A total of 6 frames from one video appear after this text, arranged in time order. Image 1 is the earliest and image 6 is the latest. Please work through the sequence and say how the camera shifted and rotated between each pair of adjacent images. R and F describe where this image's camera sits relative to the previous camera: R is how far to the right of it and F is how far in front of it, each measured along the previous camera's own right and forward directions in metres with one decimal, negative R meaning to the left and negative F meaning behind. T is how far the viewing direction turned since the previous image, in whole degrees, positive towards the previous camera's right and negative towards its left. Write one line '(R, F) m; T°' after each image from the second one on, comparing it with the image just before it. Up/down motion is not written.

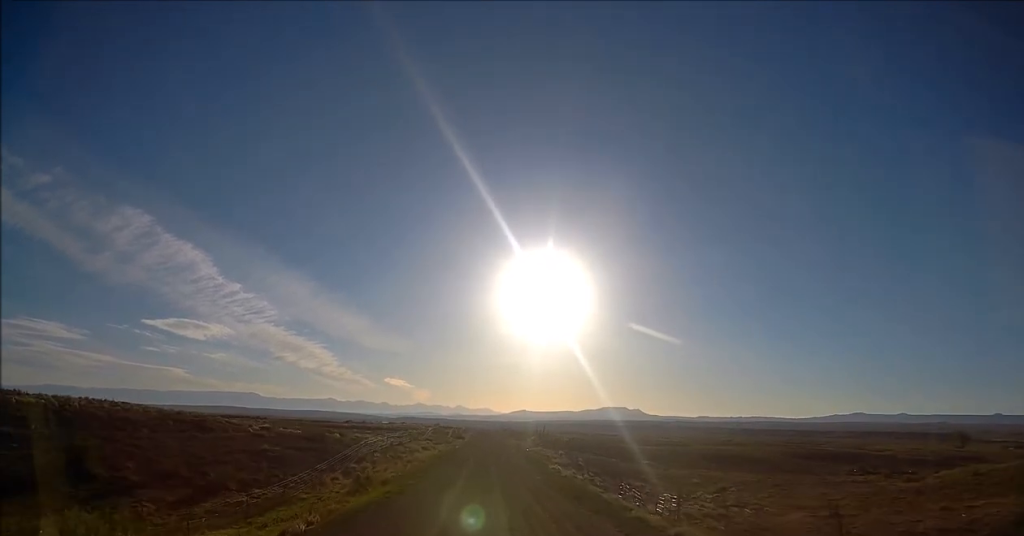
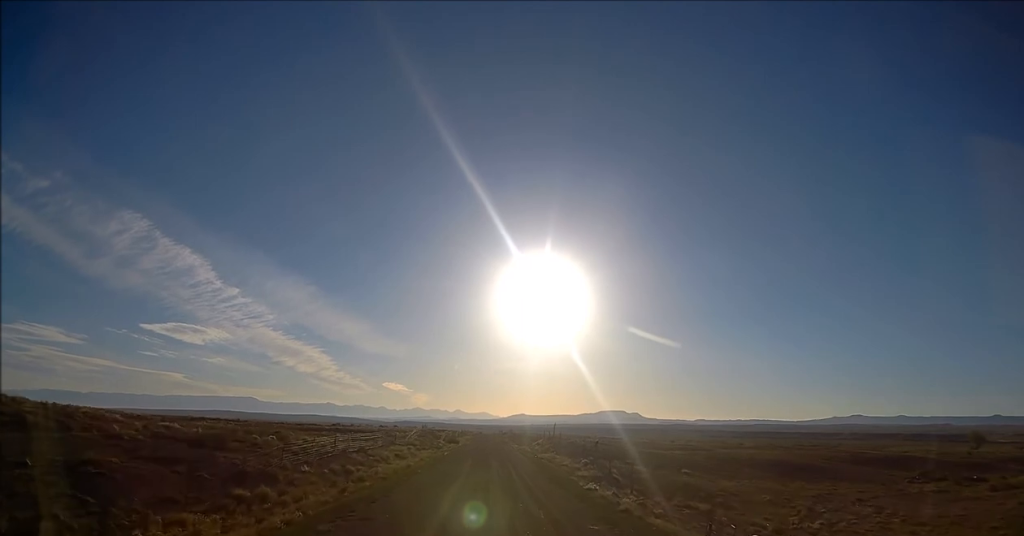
(+0.1, +20.5) m; +1°
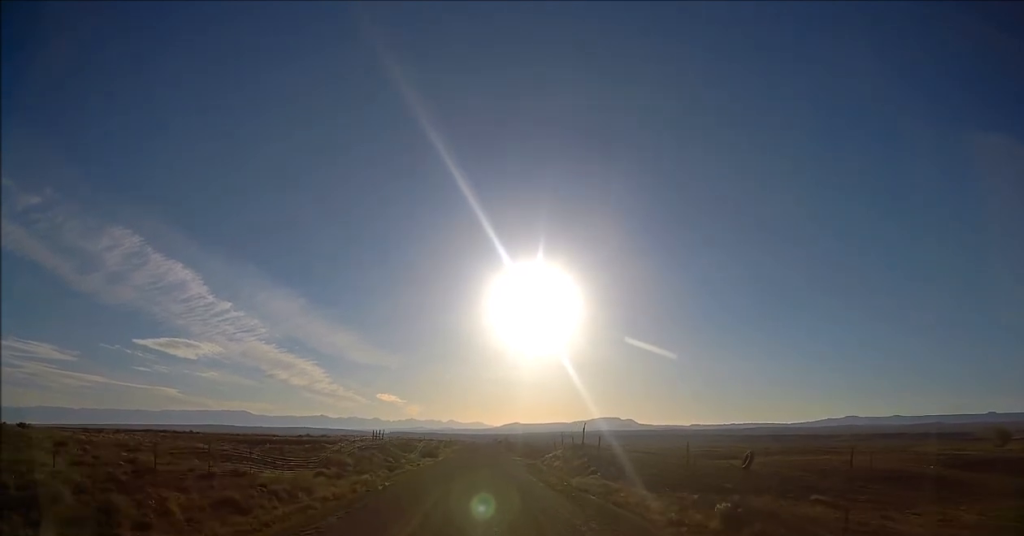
(-0.1, +34.9) m; -1°
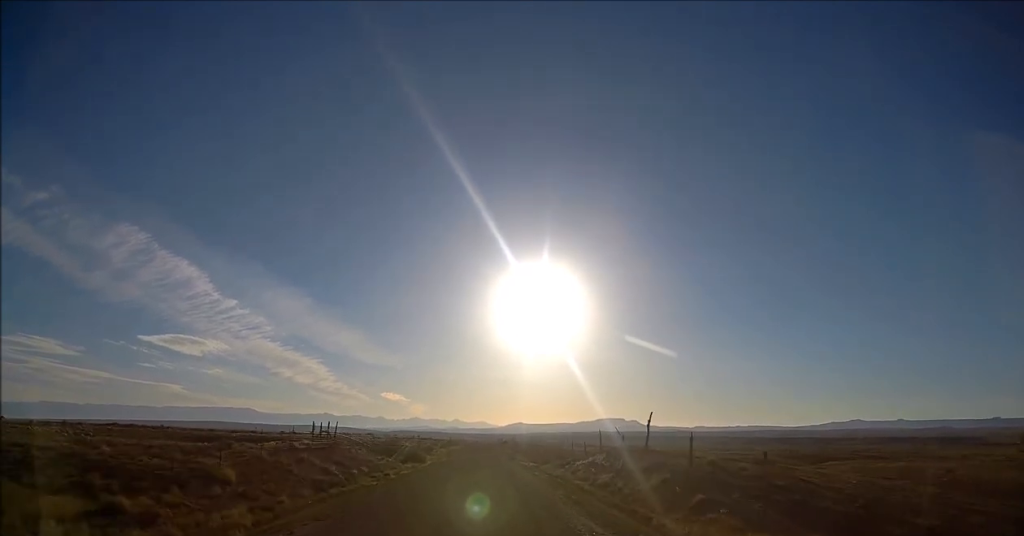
(0.0, +22.9) m; -1°
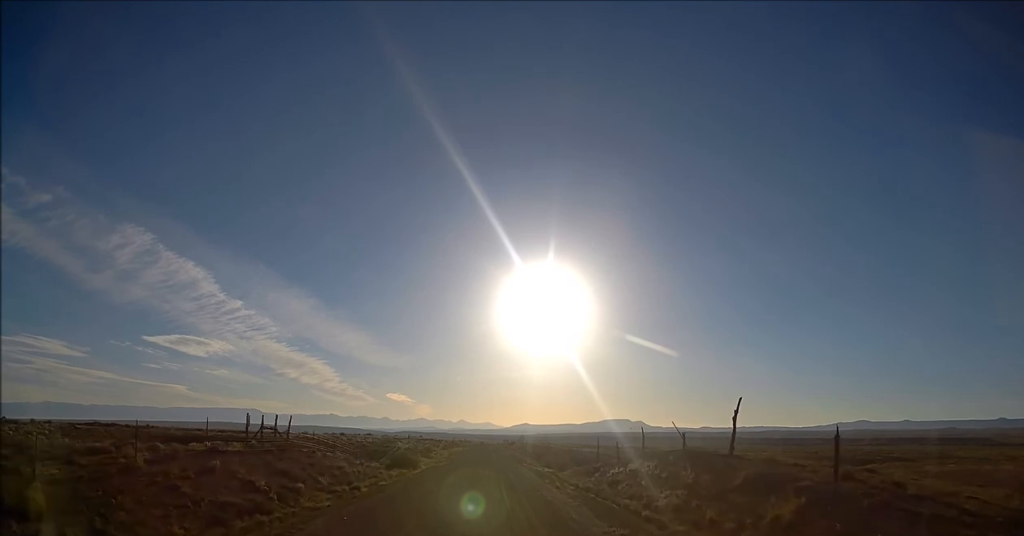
(-0.1, +11.9) m; 0°
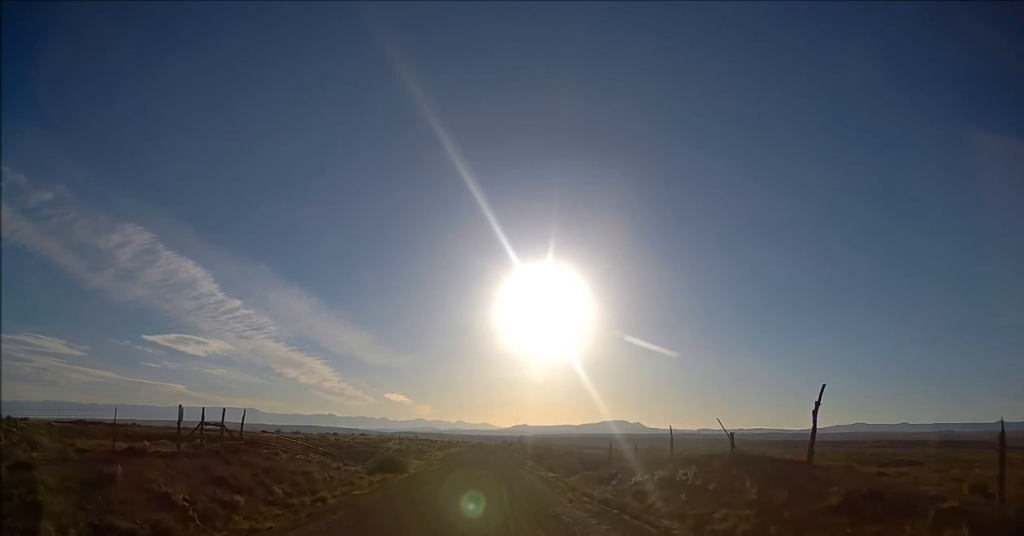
(0.0, +6.2) m; 0°
